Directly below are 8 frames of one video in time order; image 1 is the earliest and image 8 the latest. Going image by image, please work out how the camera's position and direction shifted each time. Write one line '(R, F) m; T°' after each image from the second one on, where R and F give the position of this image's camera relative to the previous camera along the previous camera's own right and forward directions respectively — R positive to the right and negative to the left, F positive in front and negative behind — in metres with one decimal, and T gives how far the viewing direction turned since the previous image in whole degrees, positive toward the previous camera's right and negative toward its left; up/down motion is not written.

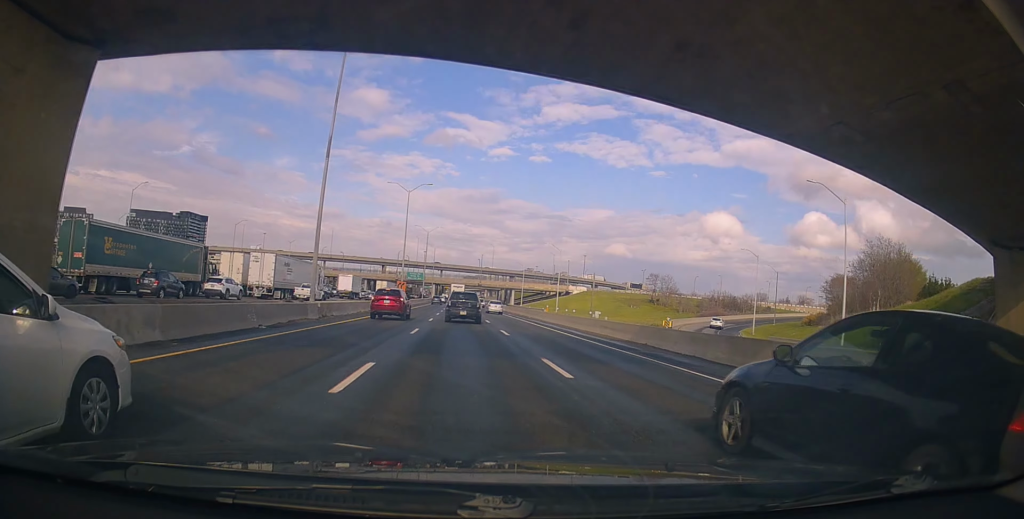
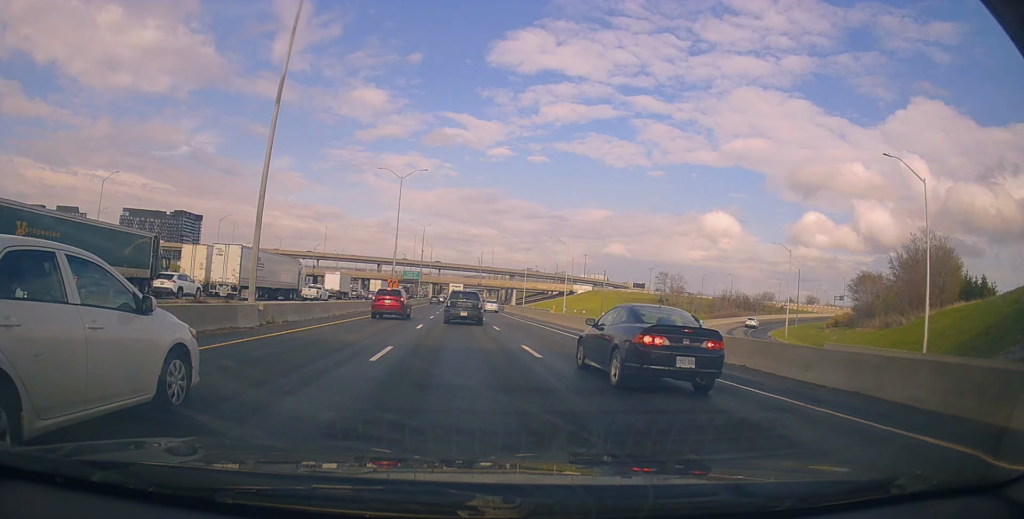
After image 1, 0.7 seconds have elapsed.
(-0.4, +8.4) m; -2°
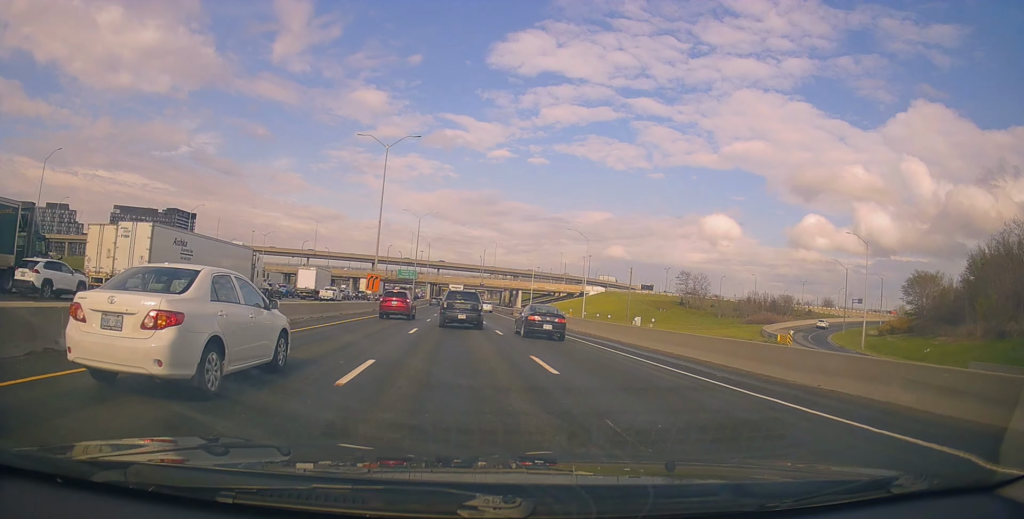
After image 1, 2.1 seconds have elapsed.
(-0.1, +14.8) m; -2°
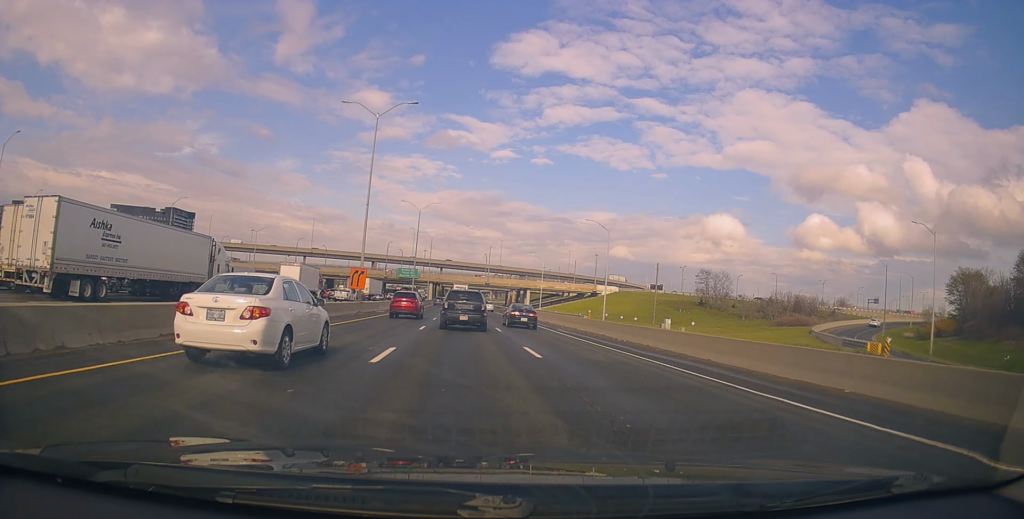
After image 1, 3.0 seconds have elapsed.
(-0.6, +9.5) m; 0°
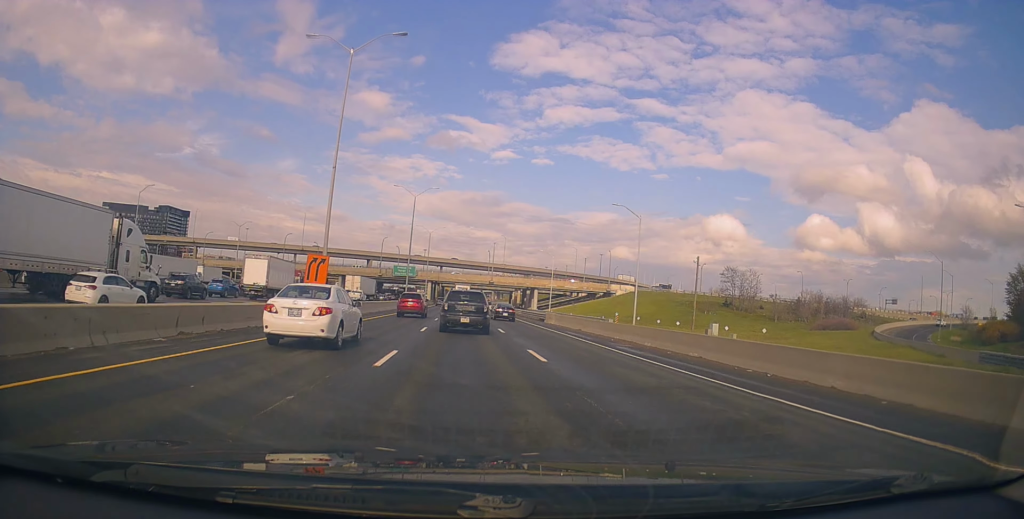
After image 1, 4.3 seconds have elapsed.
(+0.7, +12.7) m; +2°
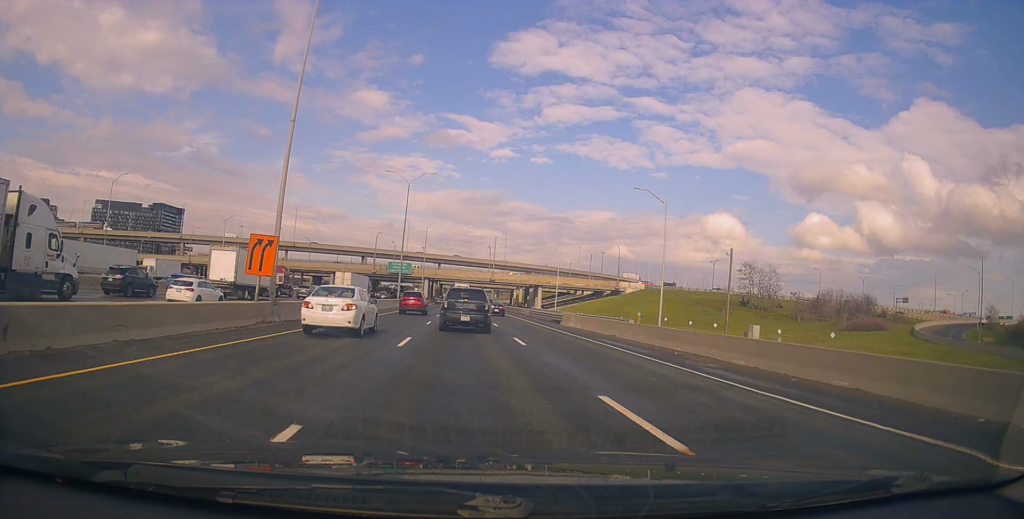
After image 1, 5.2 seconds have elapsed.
(-0.5, +8.2) m; -1°
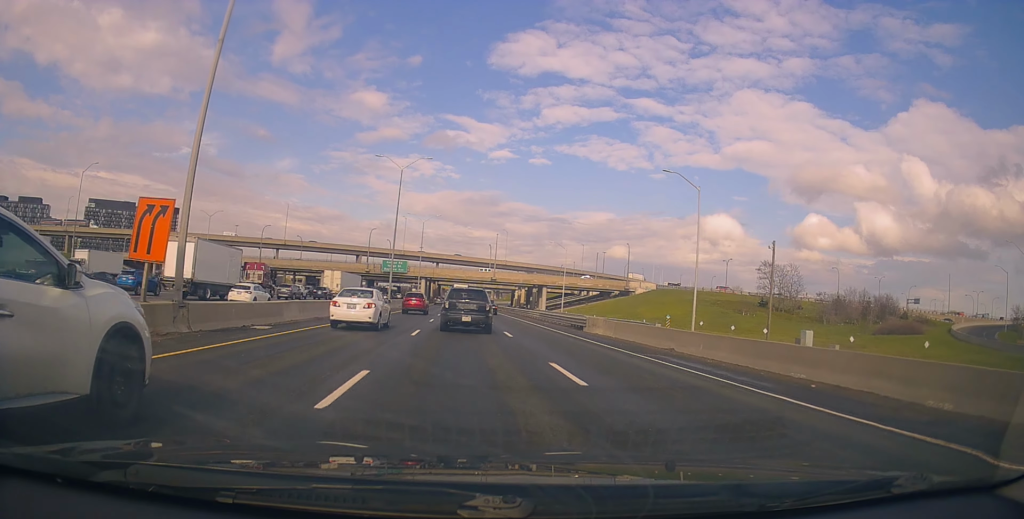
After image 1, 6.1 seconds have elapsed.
(+0.3, +7.9) m; +5°
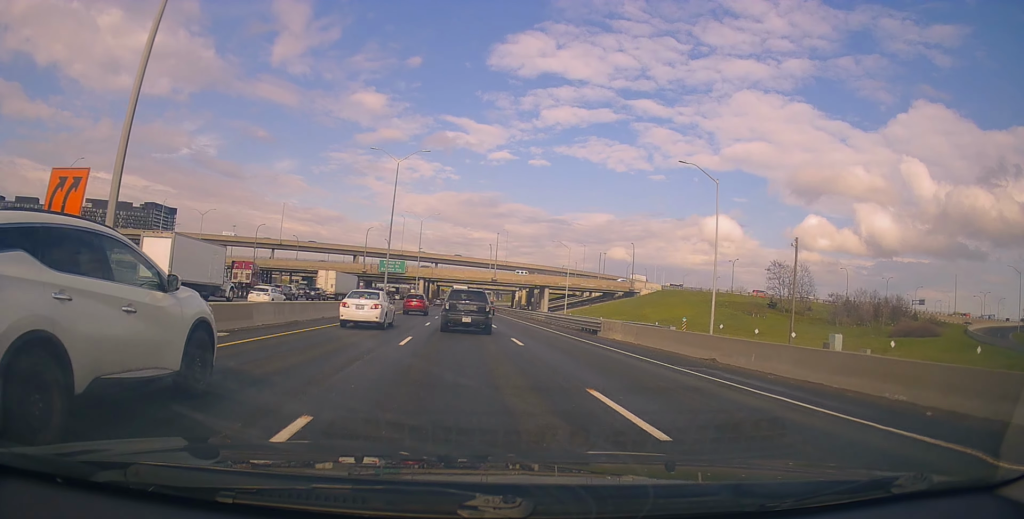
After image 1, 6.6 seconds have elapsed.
(+0.2, +3.6) m; 0°
